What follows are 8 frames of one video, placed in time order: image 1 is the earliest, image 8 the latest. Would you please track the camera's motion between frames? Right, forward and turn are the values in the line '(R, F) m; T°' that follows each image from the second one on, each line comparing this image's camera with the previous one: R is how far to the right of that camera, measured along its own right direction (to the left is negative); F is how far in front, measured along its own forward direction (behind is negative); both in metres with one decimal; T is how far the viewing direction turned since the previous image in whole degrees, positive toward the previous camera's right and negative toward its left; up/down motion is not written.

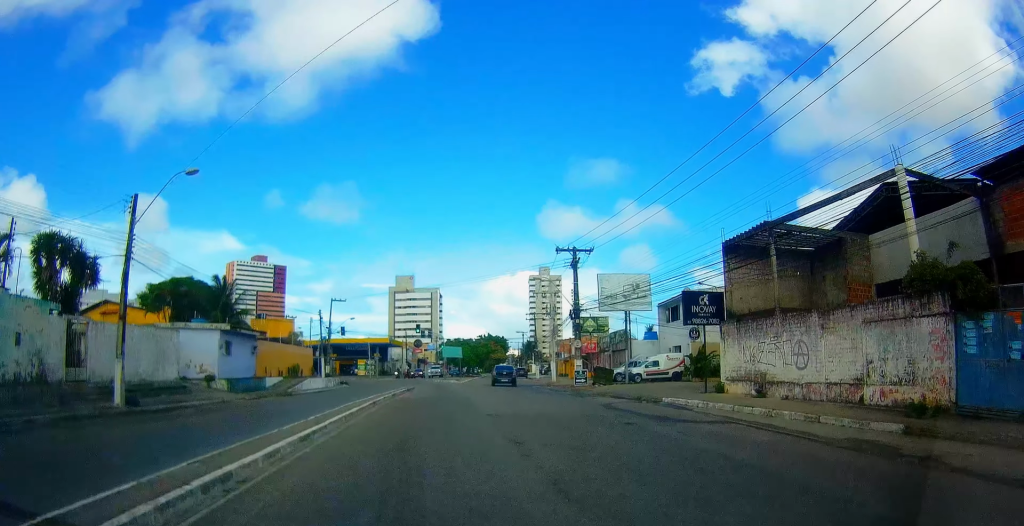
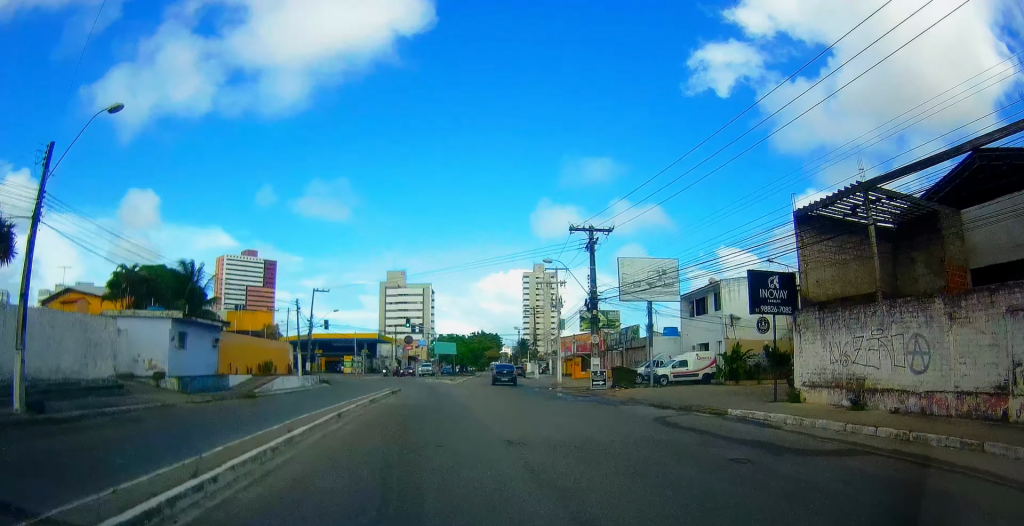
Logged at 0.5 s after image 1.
(-0.1, +5.6) m; +2°
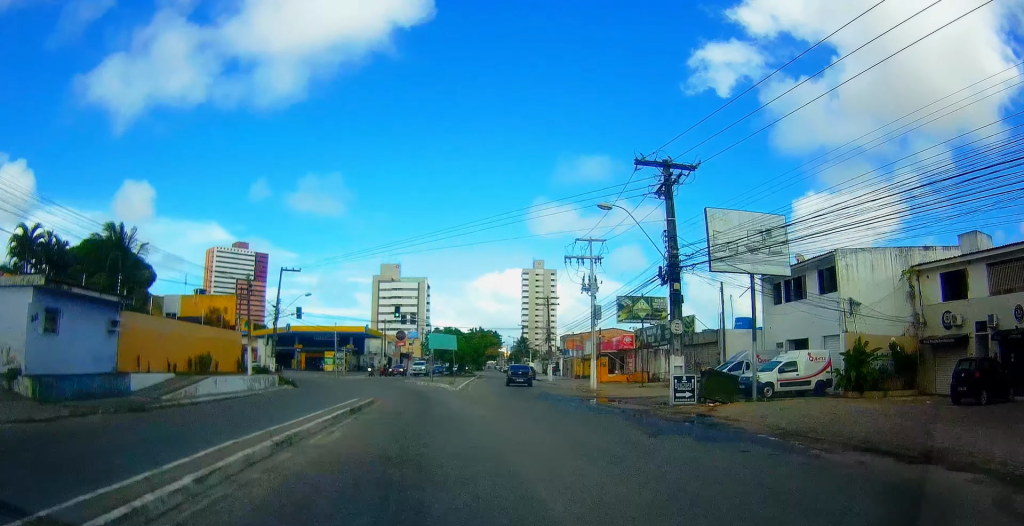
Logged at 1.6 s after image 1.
(+0.5, +10.9) m; +3°
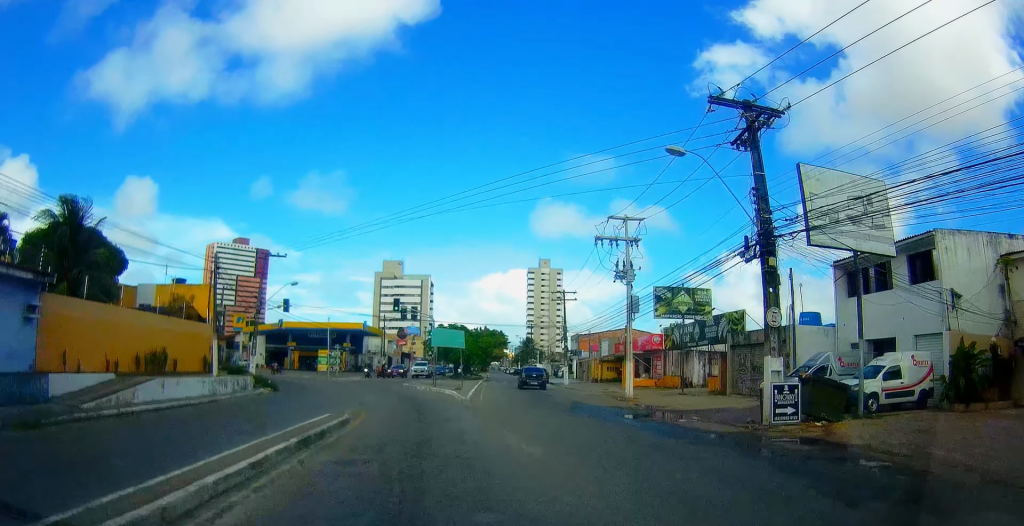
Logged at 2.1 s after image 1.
(+0.1, +5.8) m; 0°
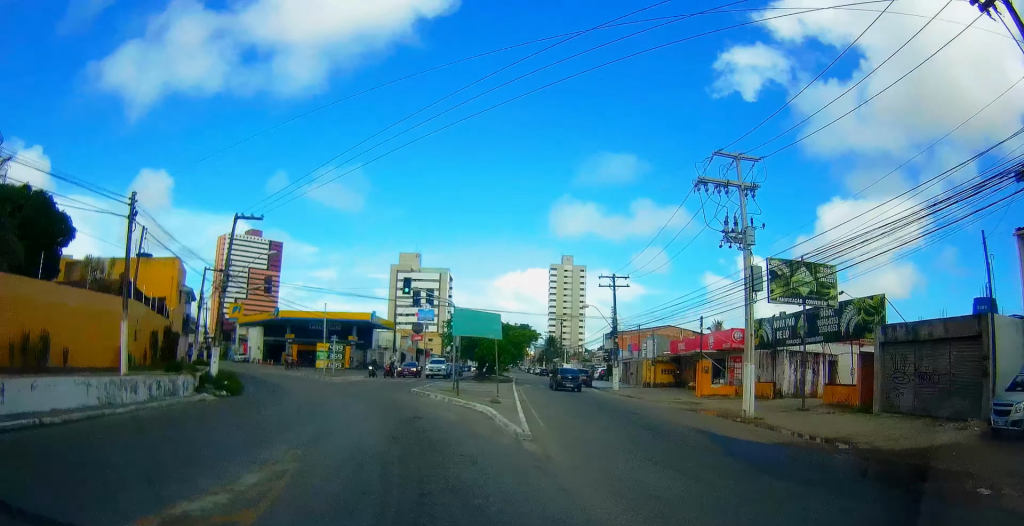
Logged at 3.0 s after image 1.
(-0.1, +9.9) m; -3°
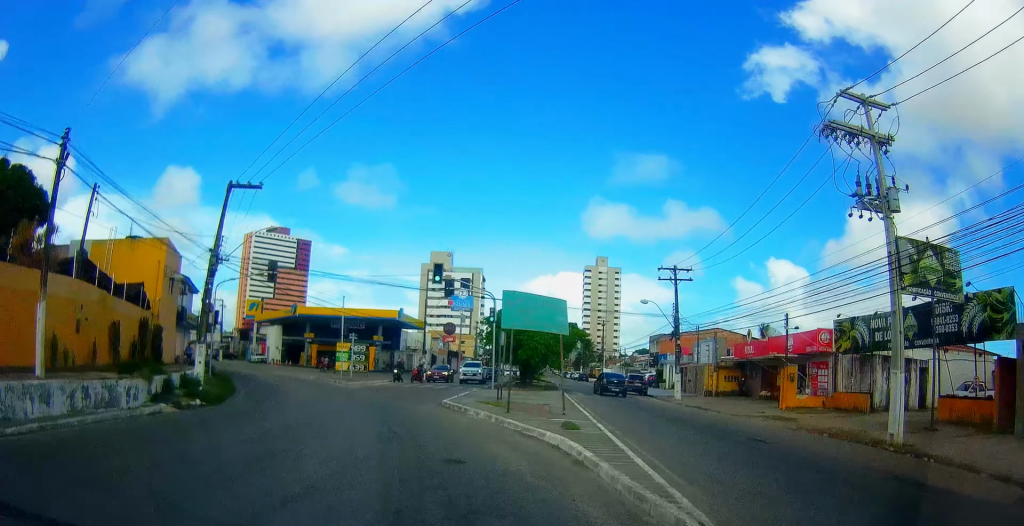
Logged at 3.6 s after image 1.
(-0.2, +5.9) m; -2°
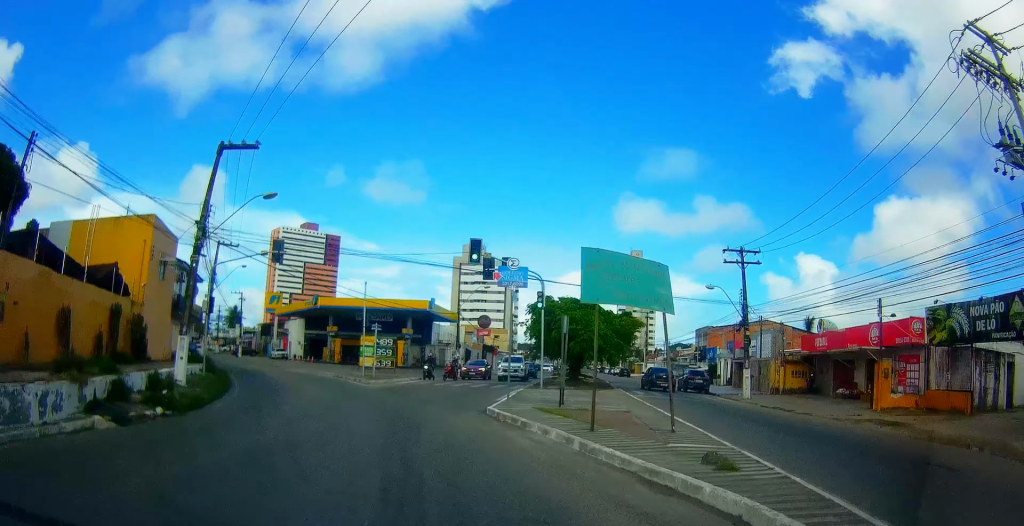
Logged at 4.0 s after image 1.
(-0.1, +4.9) m; -3°
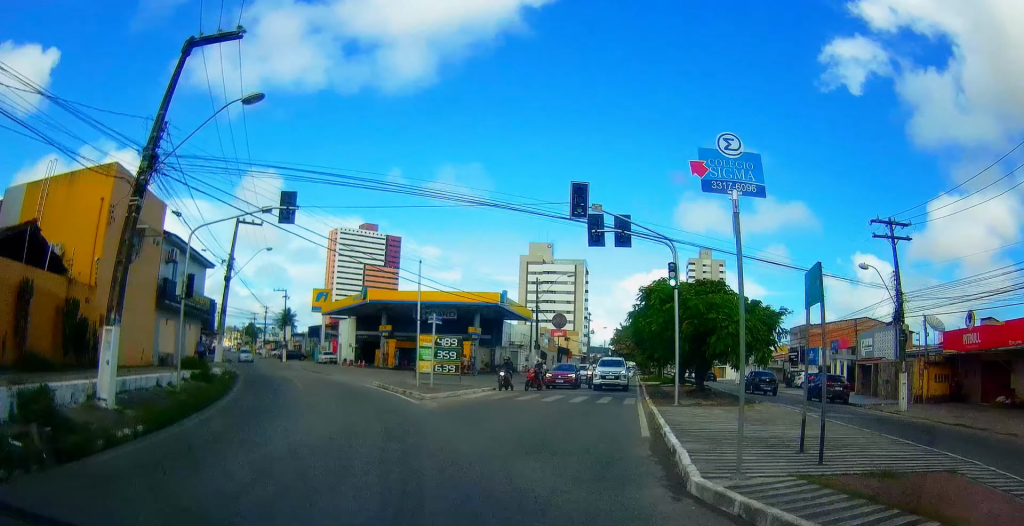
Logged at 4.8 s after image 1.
(-0.1, +8.3) m; -7°
